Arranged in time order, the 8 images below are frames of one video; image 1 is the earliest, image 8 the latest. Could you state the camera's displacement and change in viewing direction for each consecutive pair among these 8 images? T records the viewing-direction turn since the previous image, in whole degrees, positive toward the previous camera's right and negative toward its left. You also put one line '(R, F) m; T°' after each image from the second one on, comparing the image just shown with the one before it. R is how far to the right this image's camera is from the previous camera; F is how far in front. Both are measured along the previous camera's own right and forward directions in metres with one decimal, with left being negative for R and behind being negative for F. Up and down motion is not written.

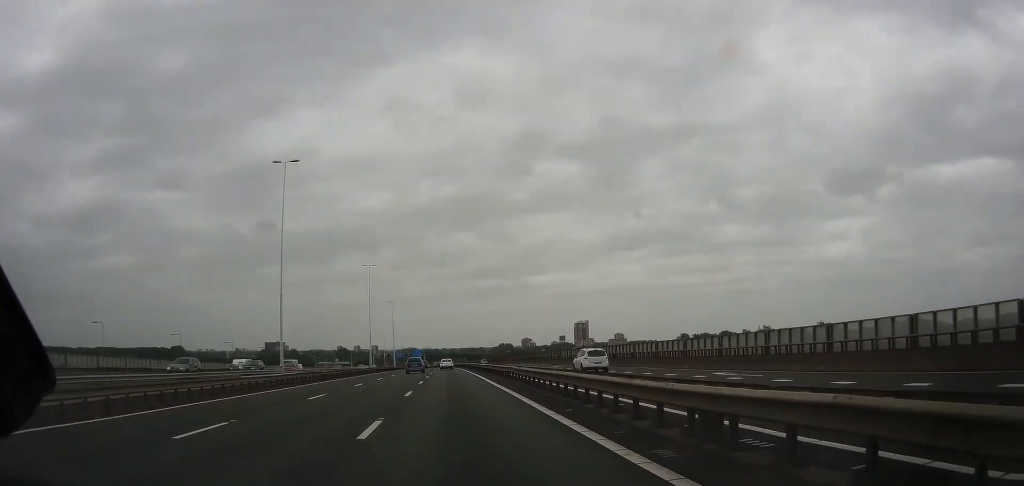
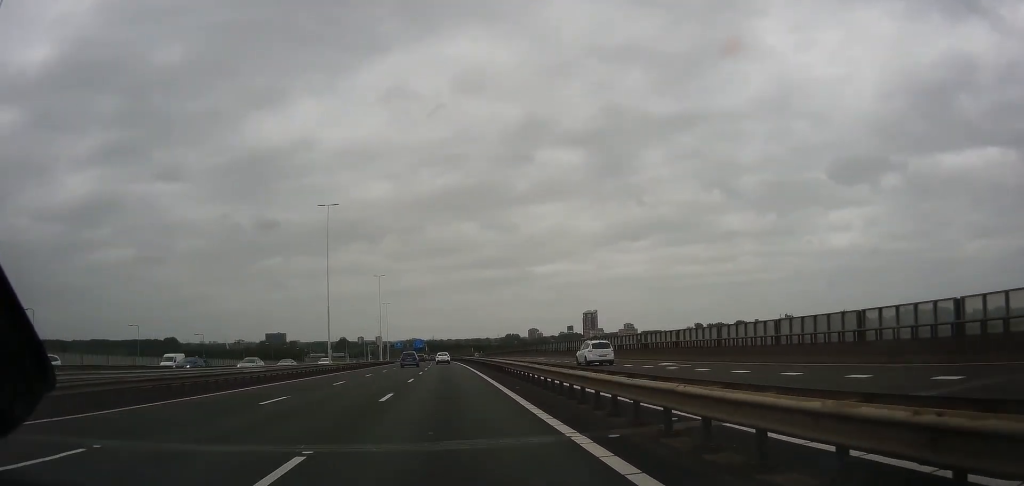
(+0.1, +41.2) m; -1°
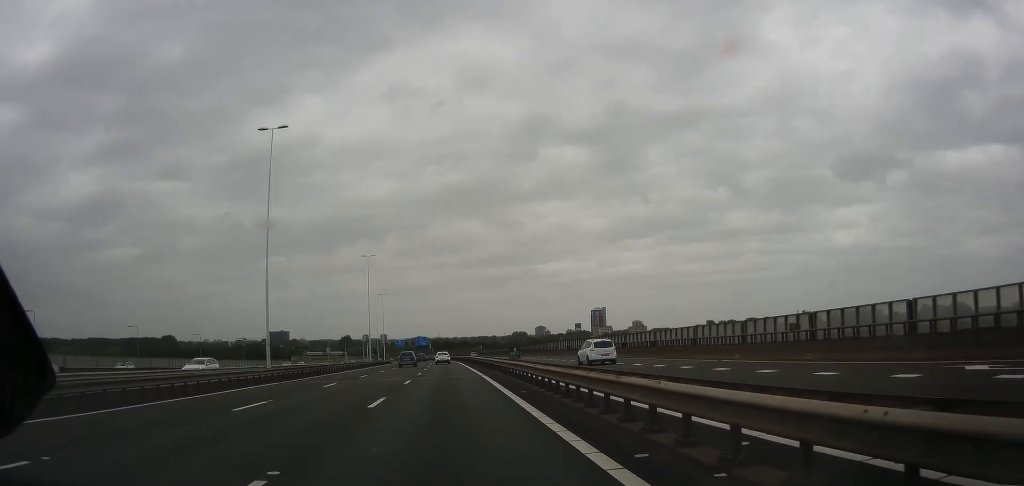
(-0.3, +26.2) m; -1°
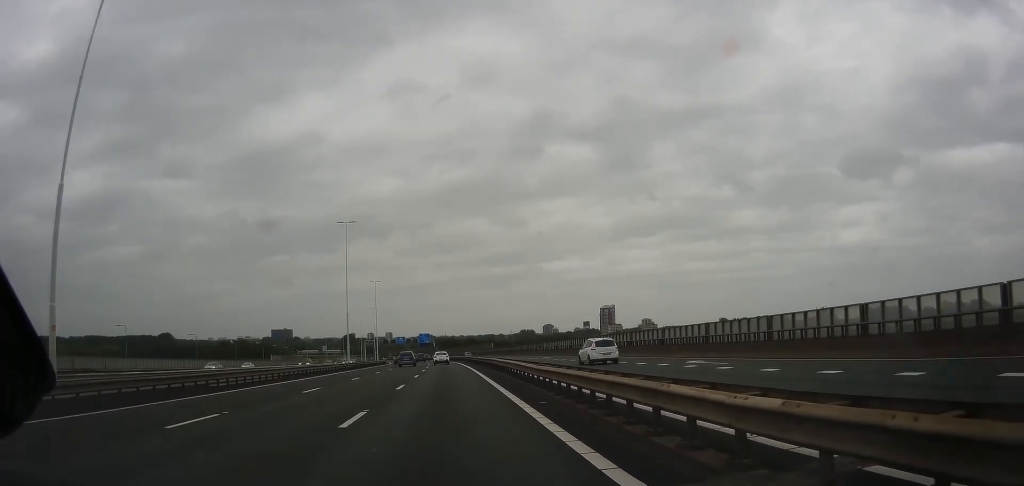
(-0.4, +28.1) m; -1°
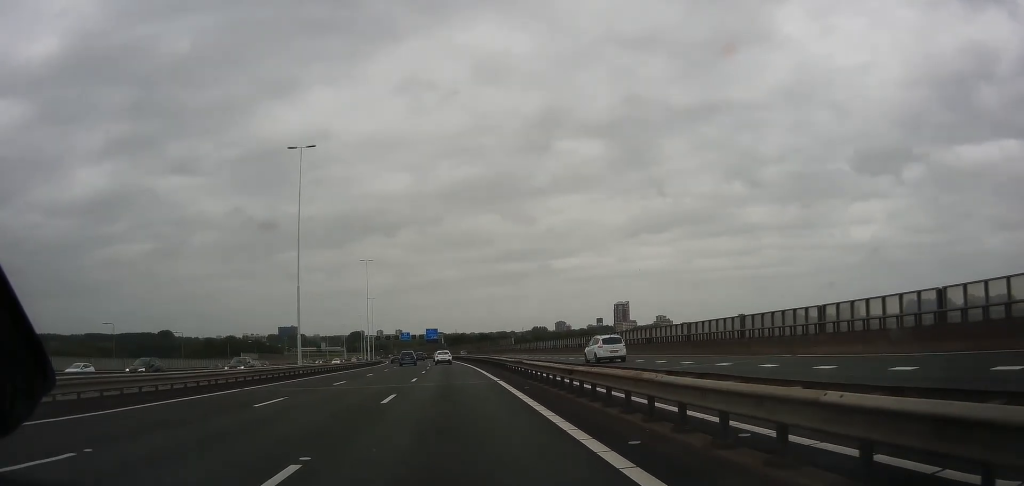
(-0.1, +31.9) m; 0°
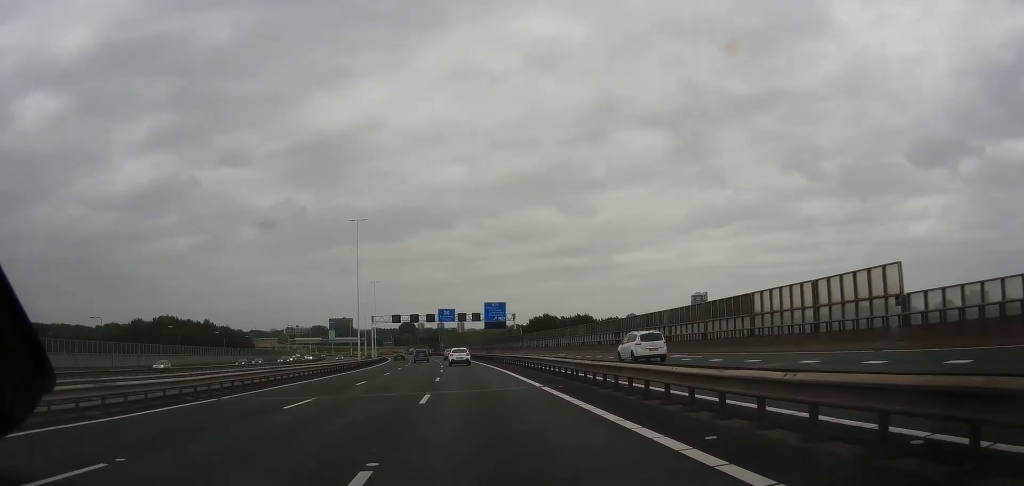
(-0.9, +109.0) m; -3°
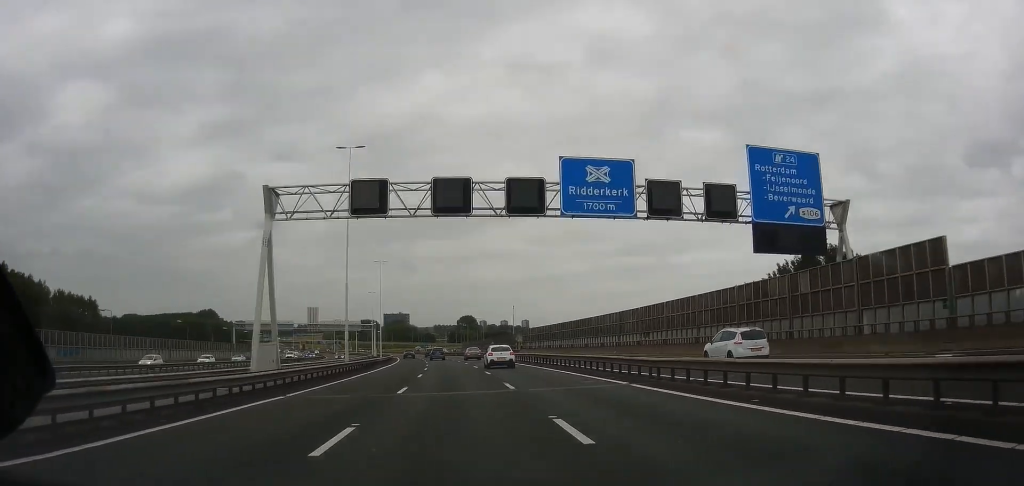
(-6.9, +105.3) m; -6°
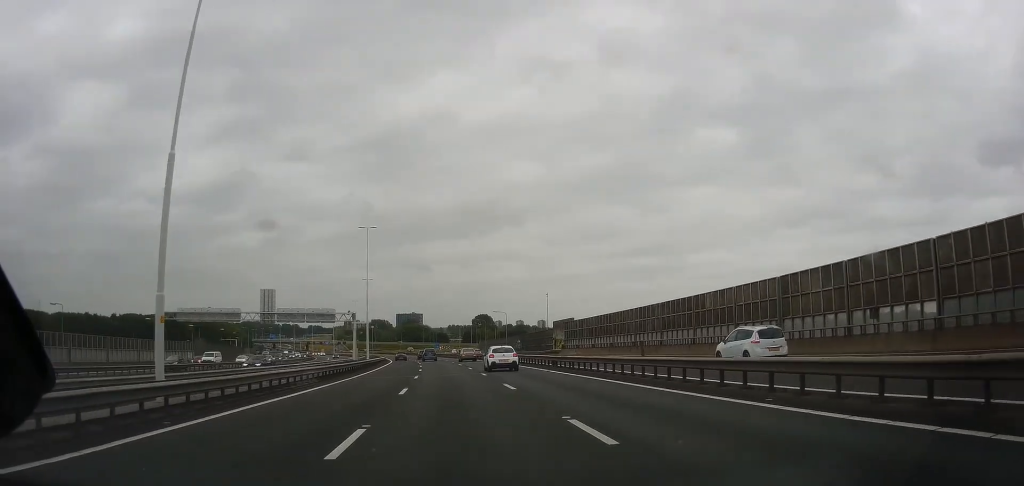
(+0.3, +37.7) m; -1°
